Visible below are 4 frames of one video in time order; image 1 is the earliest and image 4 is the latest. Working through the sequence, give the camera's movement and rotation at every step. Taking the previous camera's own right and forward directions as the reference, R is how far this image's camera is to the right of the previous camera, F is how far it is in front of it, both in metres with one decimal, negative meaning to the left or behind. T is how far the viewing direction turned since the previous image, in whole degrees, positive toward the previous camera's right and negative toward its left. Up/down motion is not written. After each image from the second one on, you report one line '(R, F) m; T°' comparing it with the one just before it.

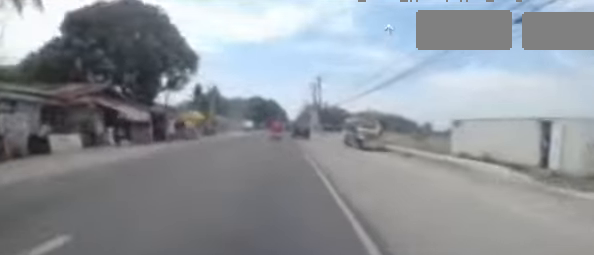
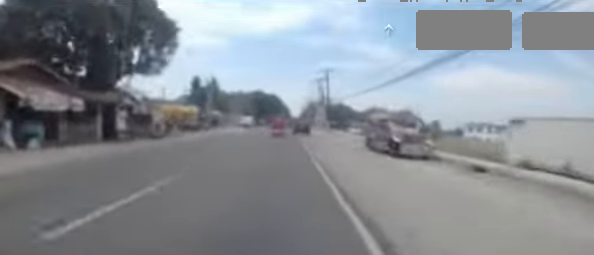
(+0.1, +6.5) m; 0°
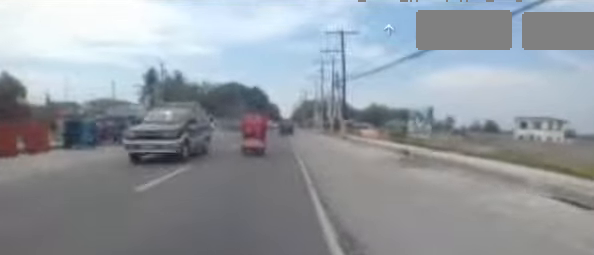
(-0.1, +25.3) m; 0°
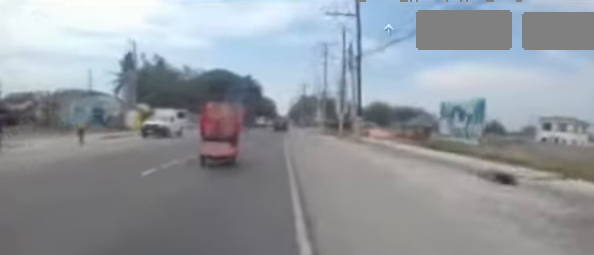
(-0.6, +7.9) m; -2°
